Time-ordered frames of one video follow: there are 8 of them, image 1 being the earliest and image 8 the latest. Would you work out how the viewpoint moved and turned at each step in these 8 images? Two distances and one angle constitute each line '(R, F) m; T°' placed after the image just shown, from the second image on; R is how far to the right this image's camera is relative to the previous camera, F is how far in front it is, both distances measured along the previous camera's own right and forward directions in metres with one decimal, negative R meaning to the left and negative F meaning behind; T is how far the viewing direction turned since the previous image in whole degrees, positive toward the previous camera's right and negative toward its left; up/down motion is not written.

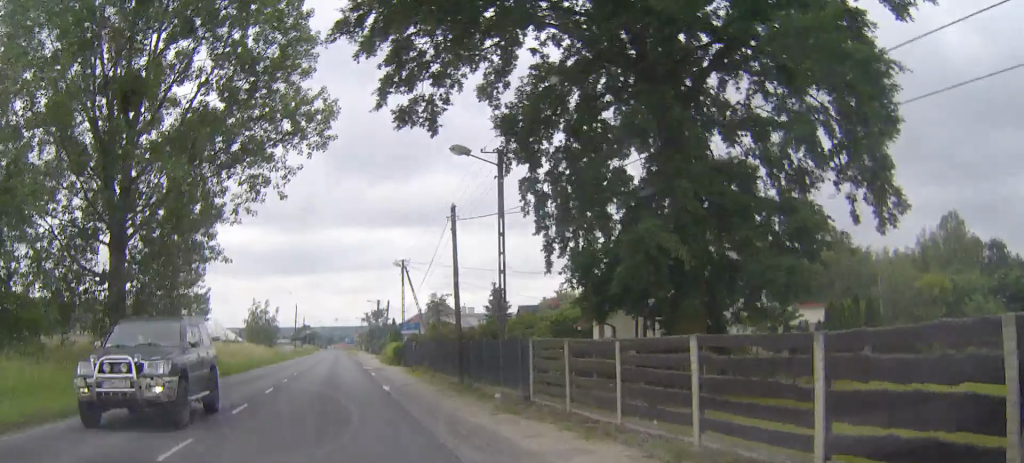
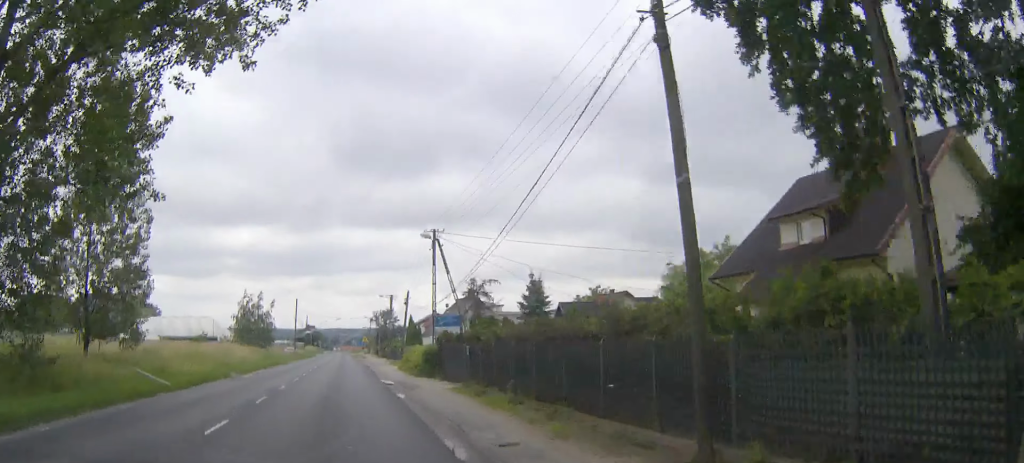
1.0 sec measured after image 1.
(0.0, +15.3) m; 0°
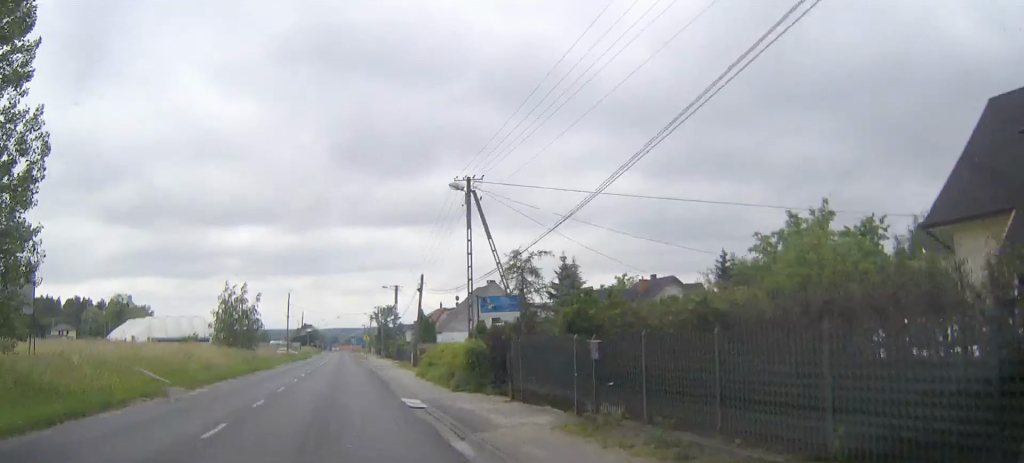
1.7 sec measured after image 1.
(0.0, +12.1) m; 0°
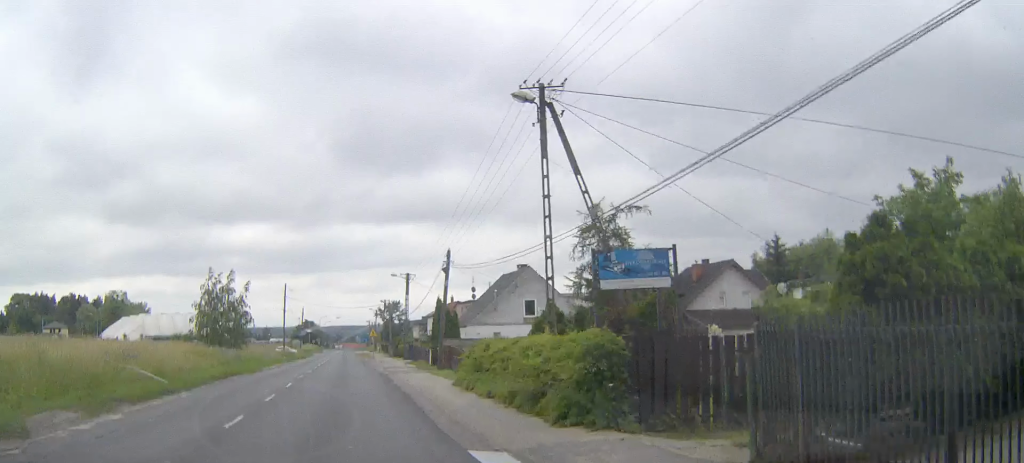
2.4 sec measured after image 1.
(+0.1, +10.8) m; 0°
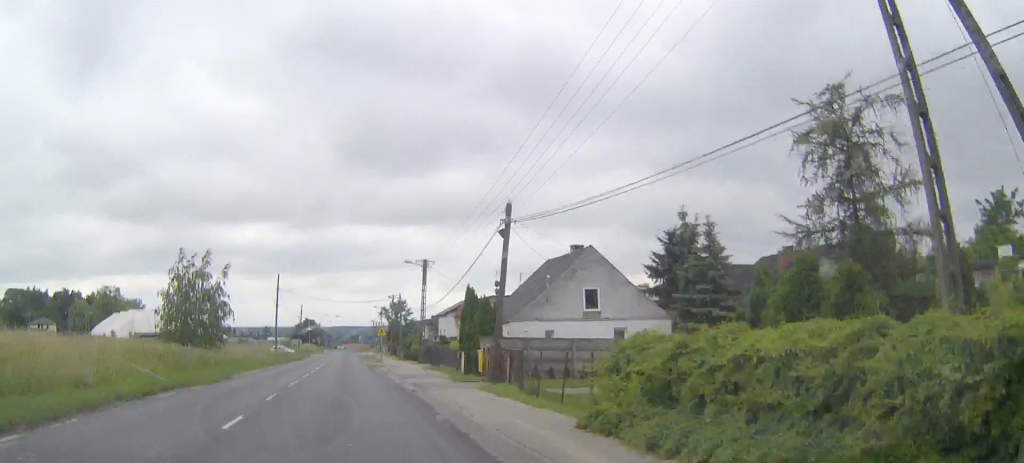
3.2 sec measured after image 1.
(0.0, +12.7) m; 0°
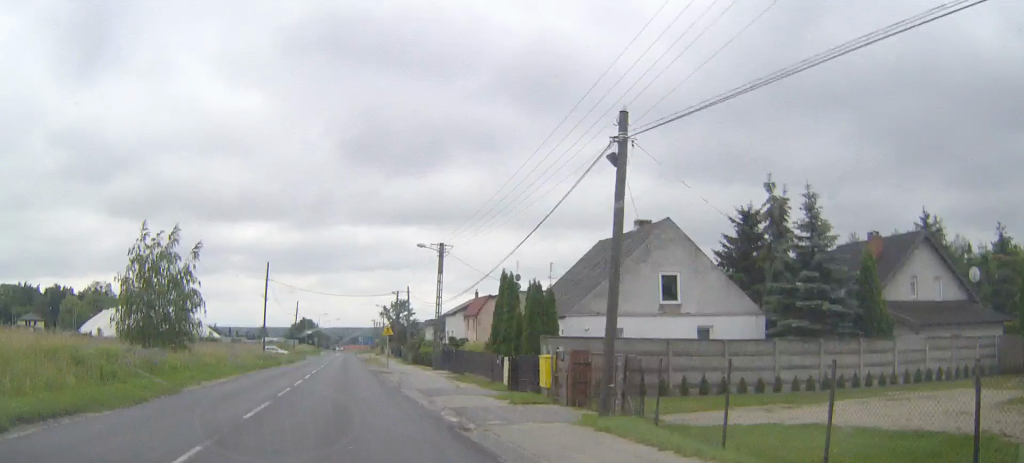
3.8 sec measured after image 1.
(0.0, +10.2) m; 0°
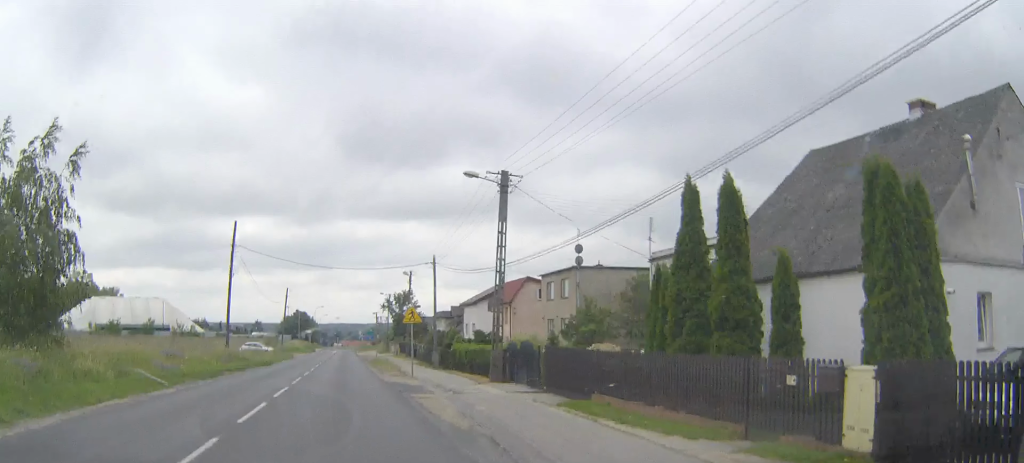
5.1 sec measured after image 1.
(0.0, +19.4) m; 0°
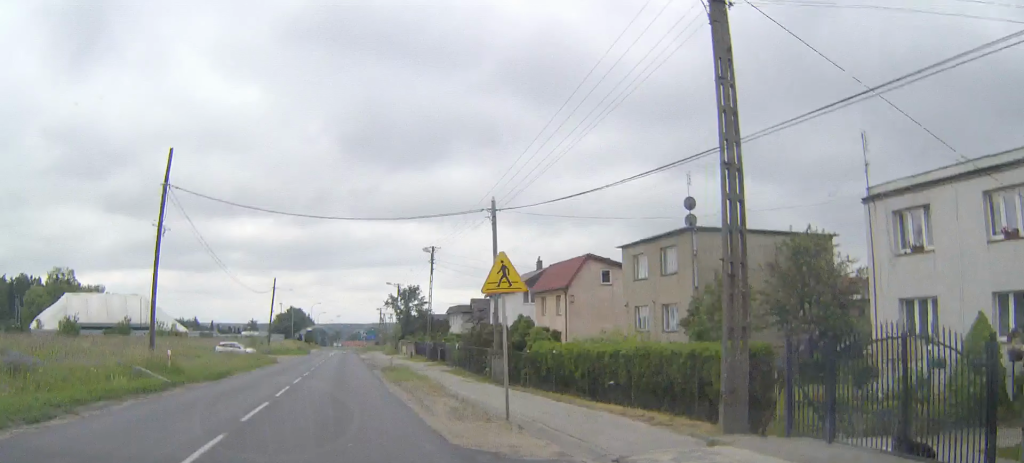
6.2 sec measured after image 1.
(+0.1, +17.9) m; +1°
